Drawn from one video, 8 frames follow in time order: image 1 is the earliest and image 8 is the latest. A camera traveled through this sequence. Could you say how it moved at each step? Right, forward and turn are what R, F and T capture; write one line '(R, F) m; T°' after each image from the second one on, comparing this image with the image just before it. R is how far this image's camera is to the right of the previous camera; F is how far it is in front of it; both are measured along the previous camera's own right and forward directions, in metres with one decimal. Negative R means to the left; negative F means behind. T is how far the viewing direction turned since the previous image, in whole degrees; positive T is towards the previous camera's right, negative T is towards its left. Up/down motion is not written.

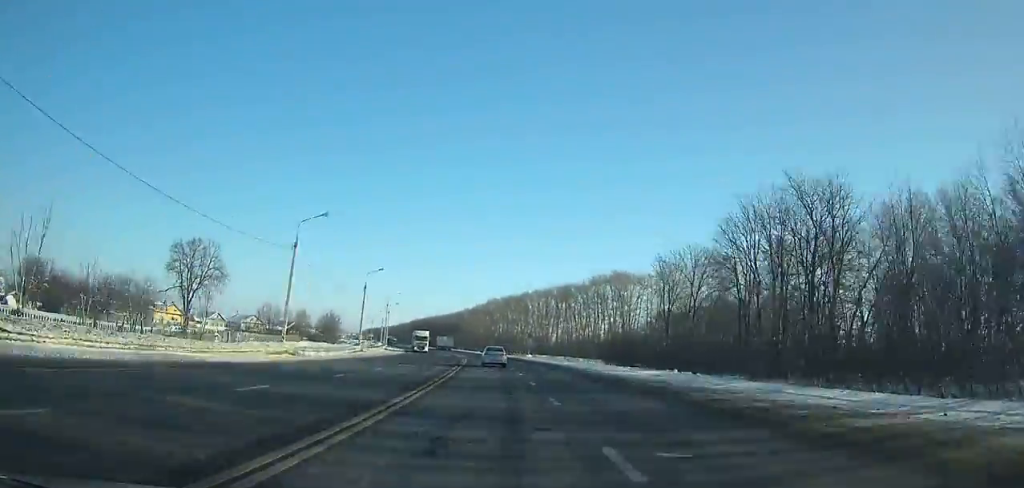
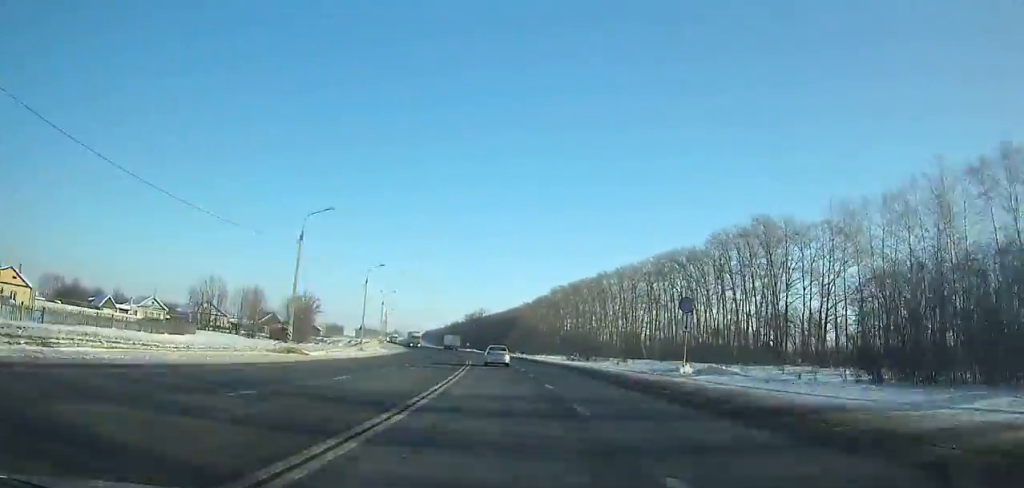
(-3.3, +64.2) m; -6°
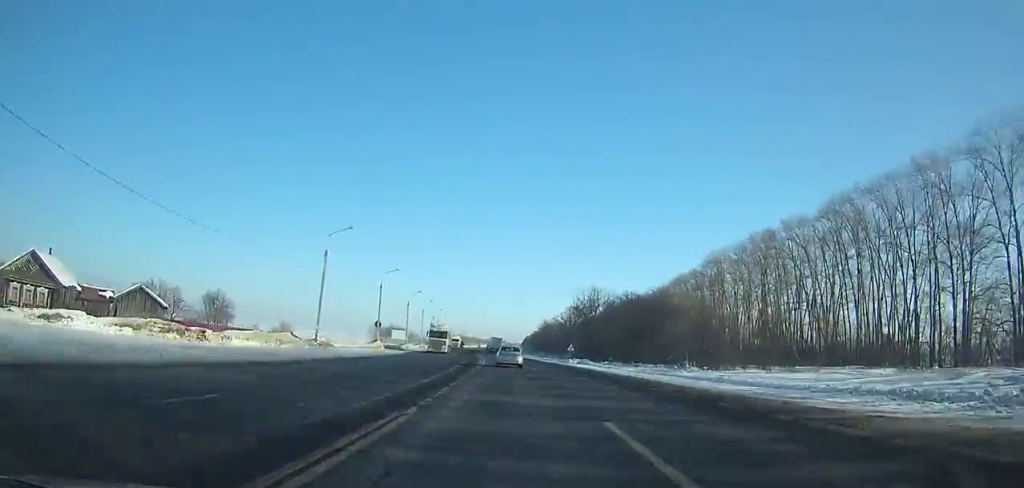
(-7.7, +99.5) m; -8°
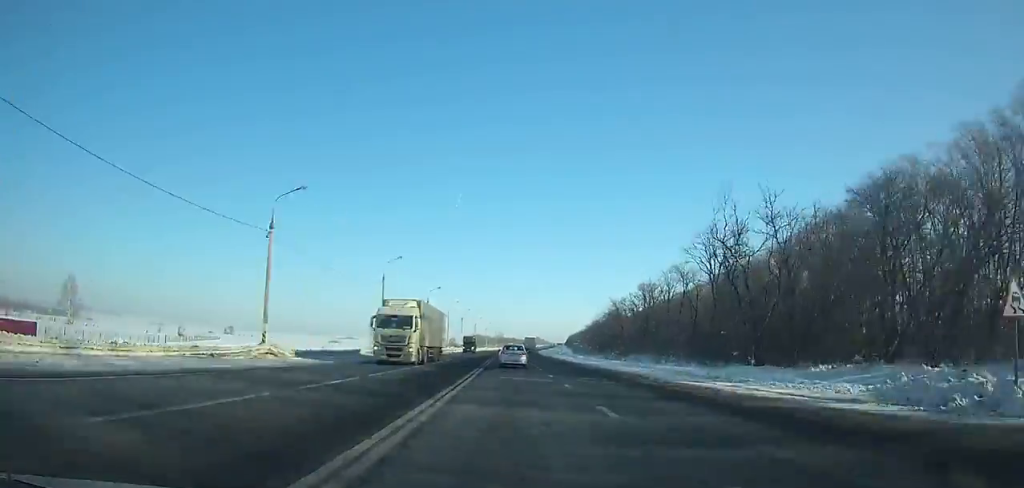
(-2.5, +66.8) m; -3°
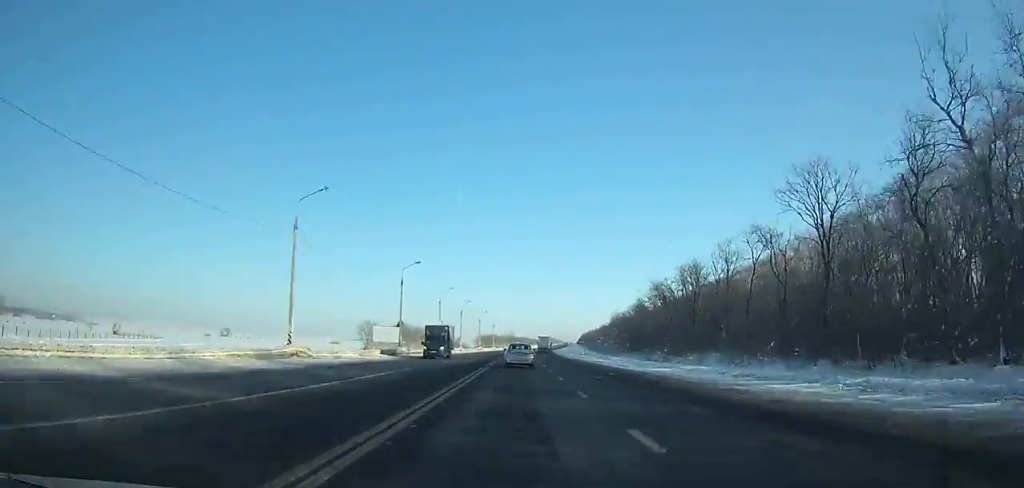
(-0.3, +27.5) m; -1°
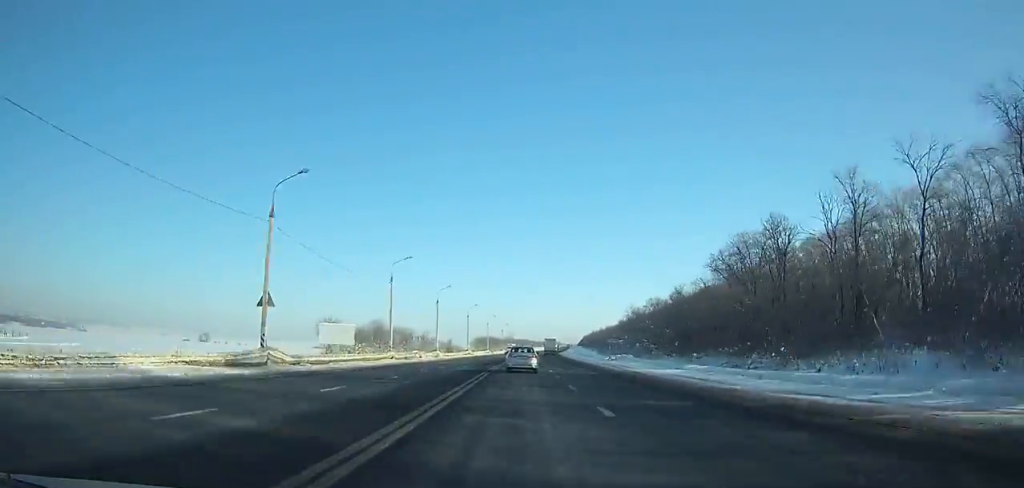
(+0.1, +36.3) m; 0°
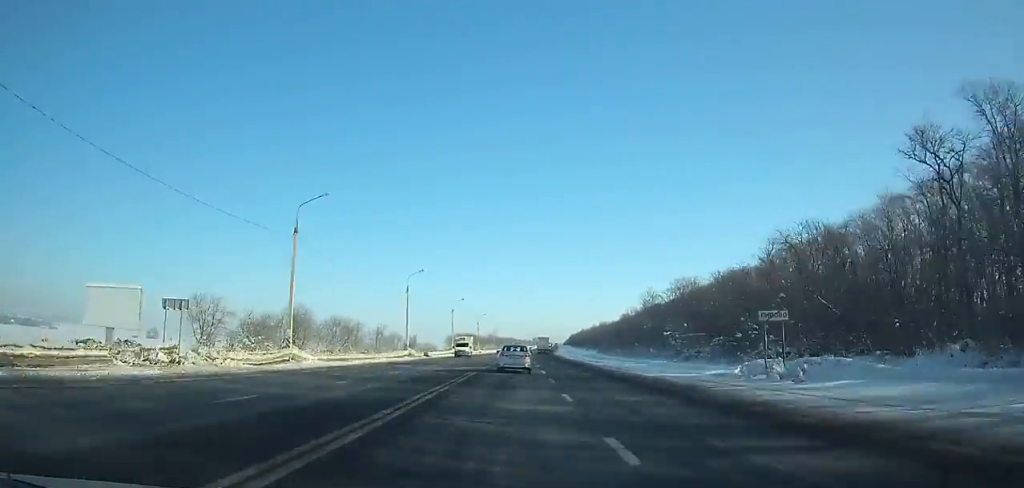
(+0.2, +52.1) m; +1°
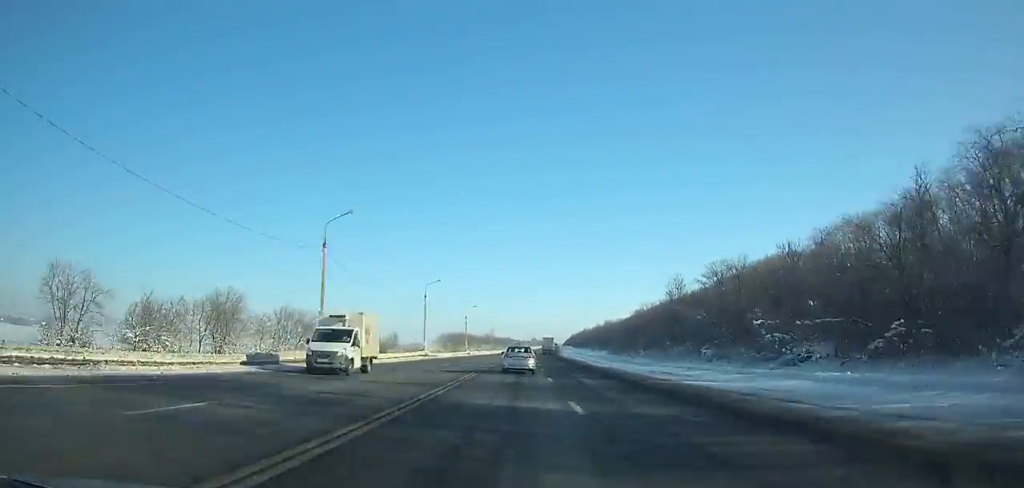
(+0.1, +31.7) m; +1°
